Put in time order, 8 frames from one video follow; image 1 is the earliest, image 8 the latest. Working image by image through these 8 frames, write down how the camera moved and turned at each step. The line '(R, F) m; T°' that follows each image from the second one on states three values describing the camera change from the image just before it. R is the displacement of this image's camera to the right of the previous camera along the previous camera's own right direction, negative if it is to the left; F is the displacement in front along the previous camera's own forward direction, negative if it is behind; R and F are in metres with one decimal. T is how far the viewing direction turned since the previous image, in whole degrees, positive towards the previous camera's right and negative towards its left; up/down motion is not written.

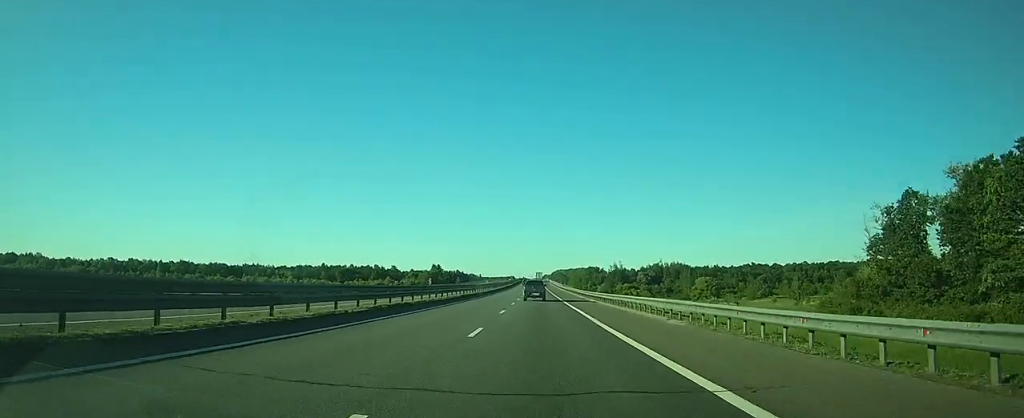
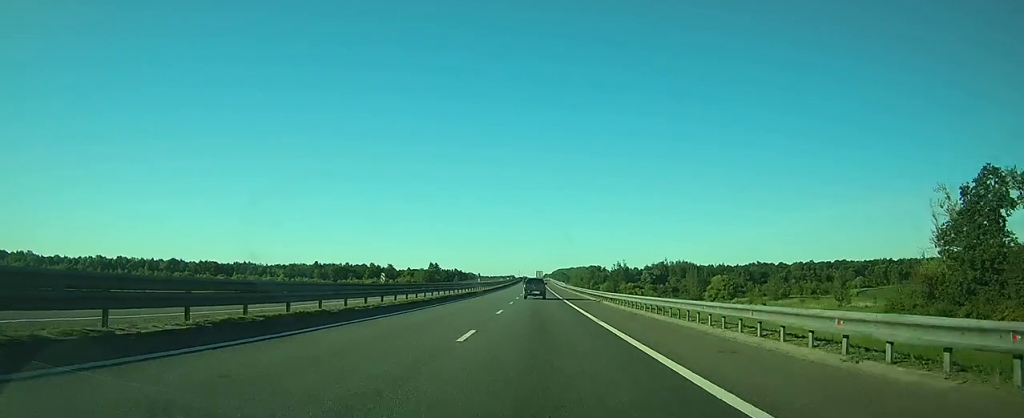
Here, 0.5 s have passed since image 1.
(0.0, +13.7) m; 0°
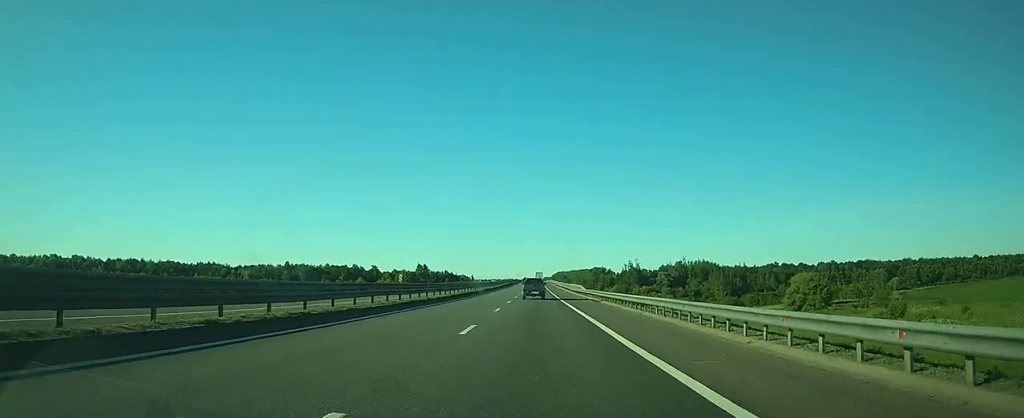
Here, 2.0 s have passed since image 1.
(+0.1, +46.0) m; 0°
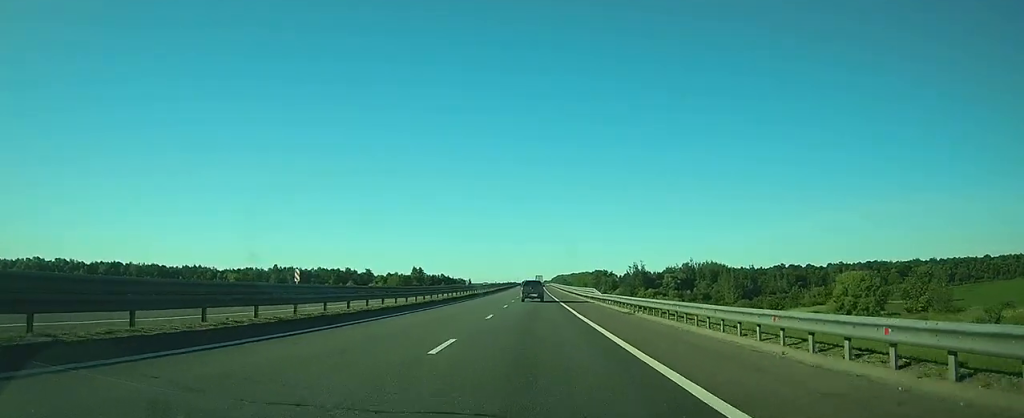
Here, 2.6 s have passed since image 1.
(0.0, +15.7) m; 0°
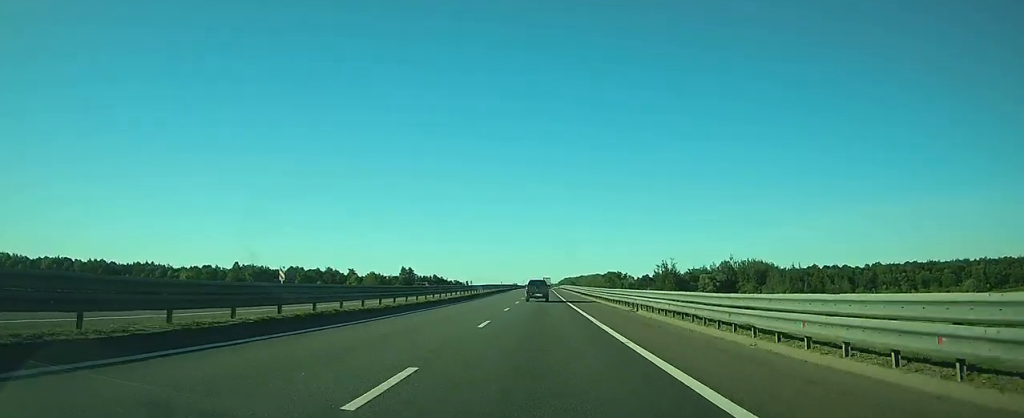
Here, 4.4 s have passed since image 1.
(-0.1, +52.9) m; 0°
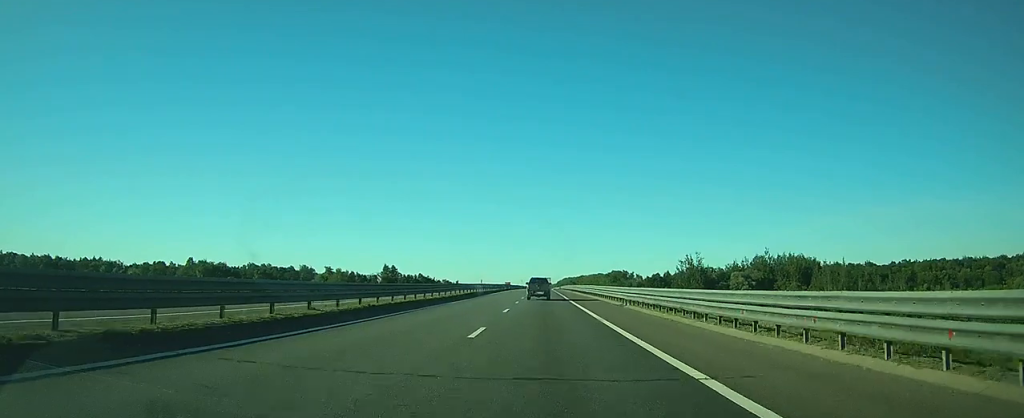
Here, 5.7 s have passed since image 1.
(0.0, +40.0) m; 0°
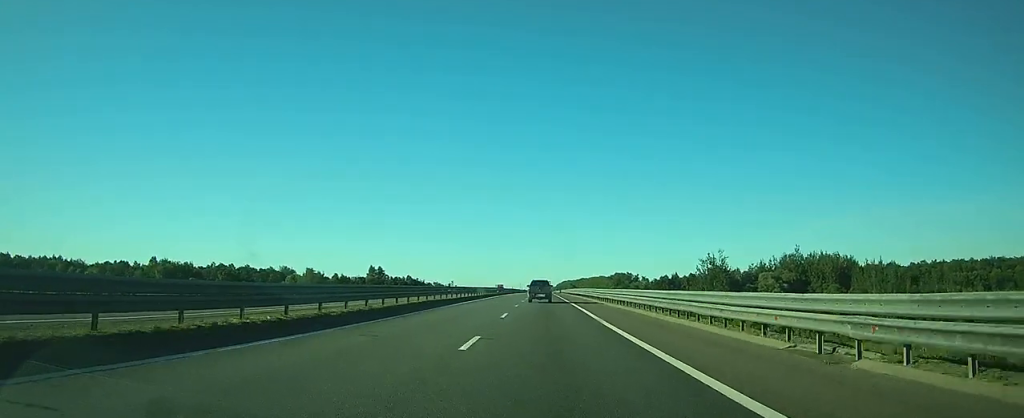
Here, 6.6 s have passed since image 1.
(0.0, +26.1) m; 0°
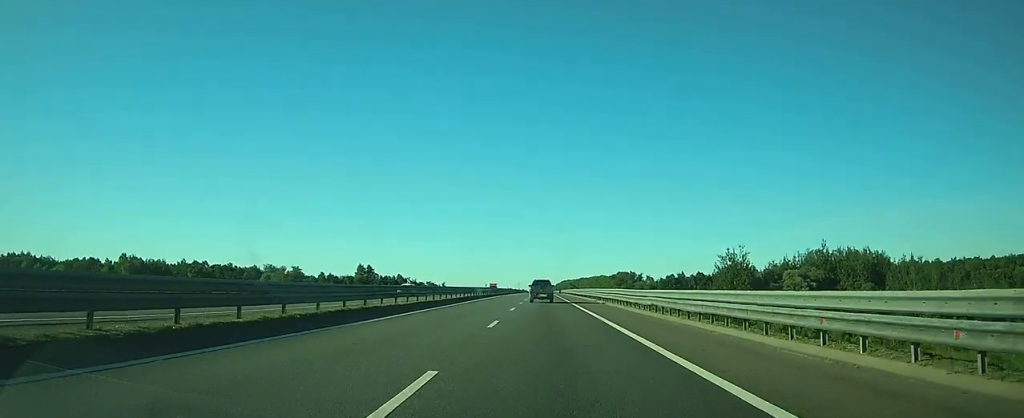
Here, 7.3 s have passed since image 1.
(0.0, +18.2) m; 0°
